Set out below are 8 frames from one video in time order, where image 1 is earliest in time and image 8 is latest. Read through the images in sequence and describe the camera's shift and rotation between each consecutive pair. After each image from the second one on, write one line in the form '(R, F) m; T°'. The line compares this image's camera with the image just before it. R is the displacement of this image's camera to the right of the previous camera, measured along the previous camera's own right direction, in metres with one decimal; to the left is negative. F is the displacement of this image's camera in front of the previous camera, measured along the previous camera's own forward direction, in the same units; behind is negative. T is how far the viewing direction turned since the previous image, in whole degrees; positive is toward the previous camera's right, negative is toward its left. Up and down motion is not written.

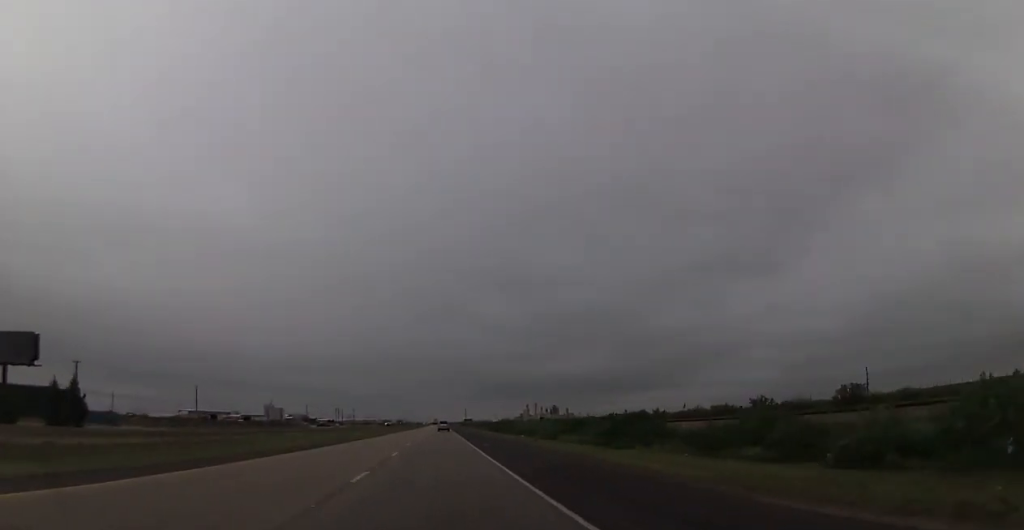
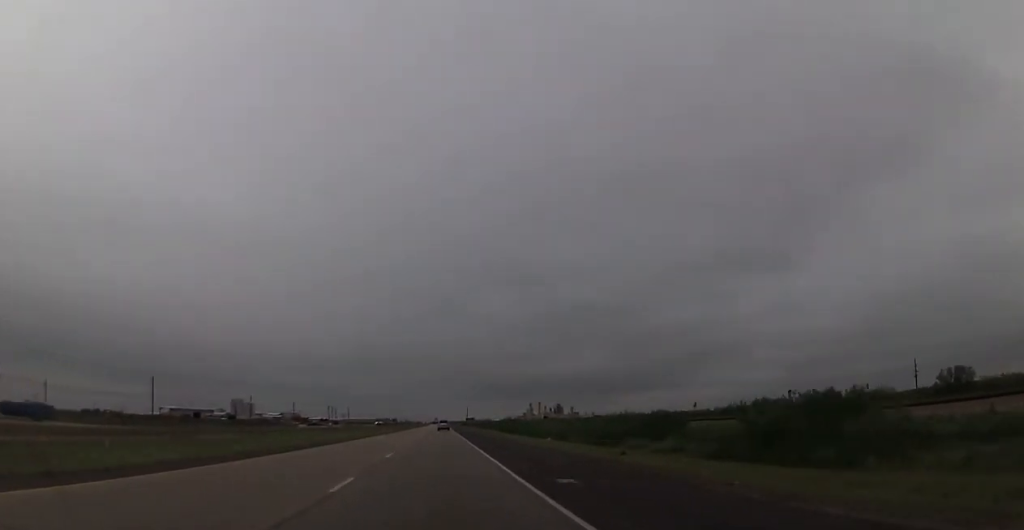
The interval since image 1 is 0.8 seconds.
(+0.1, +27.1) m; 0°
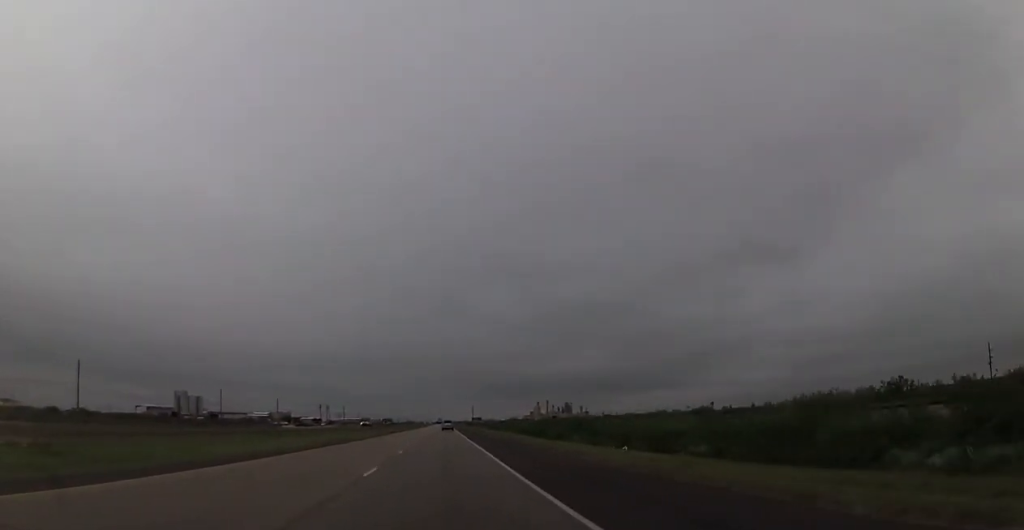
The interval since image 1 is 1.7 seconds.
(+0.1, +32.9) m; 0°
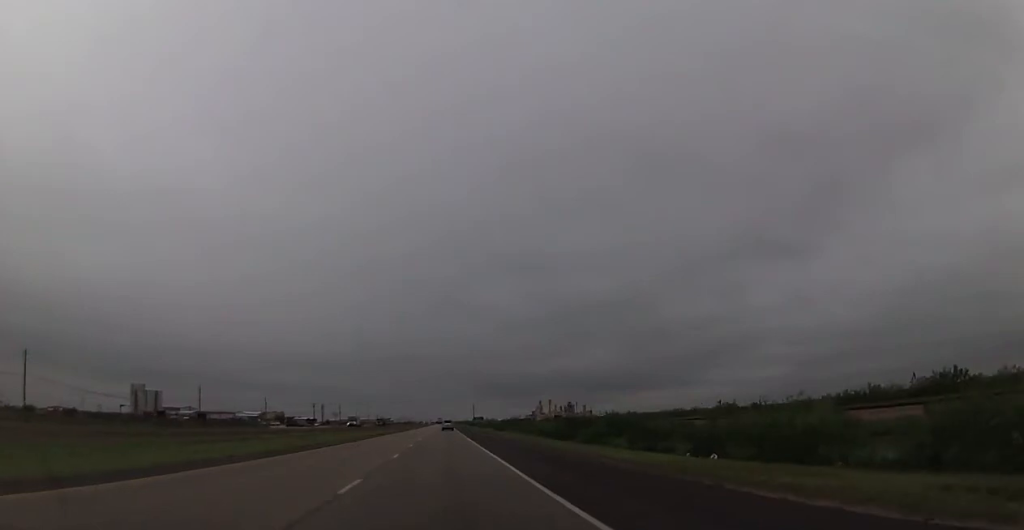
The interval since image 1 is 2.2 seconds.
(-0.1, +16.4) m; 0°
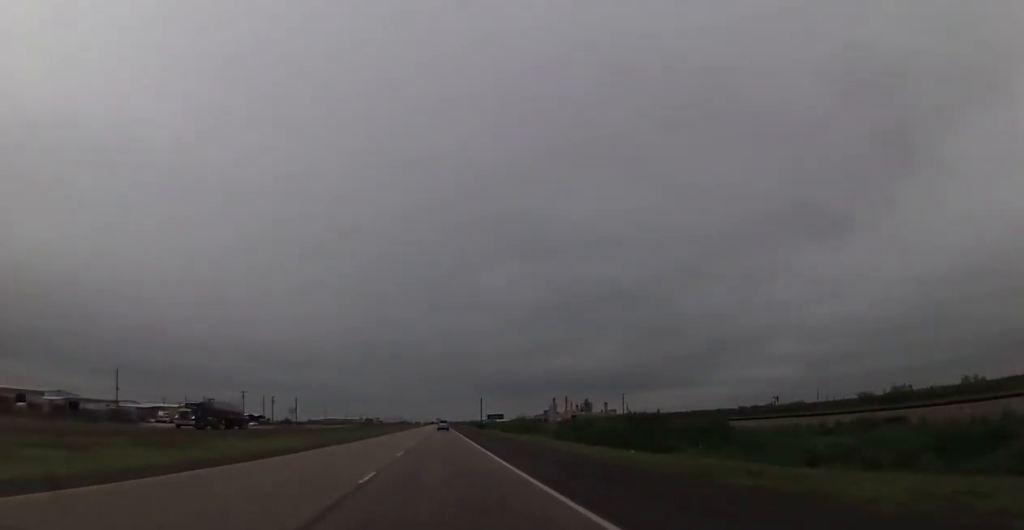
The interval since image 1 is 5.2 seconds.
(-0.1, +108.1) m; +1°
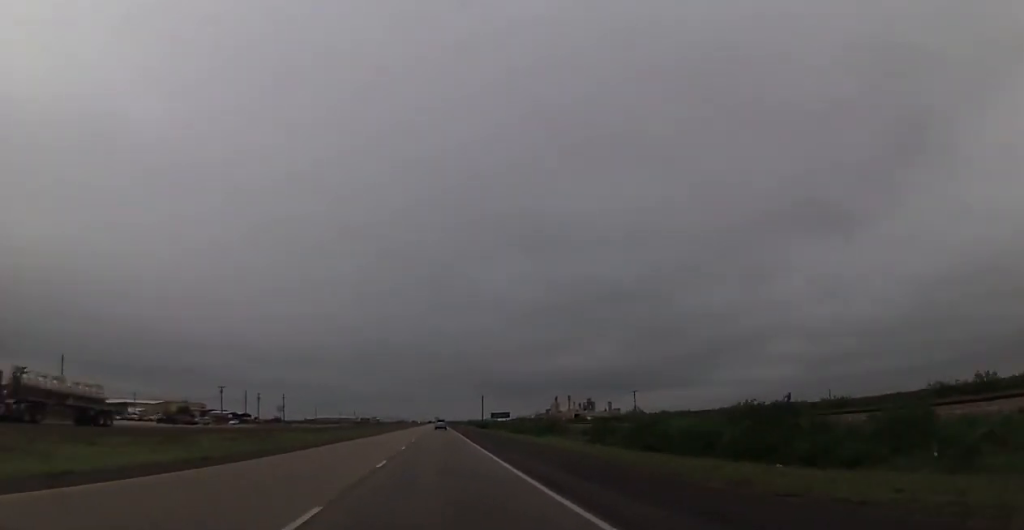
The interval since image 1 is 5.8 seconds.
(0.0, +19.9) m; 0°
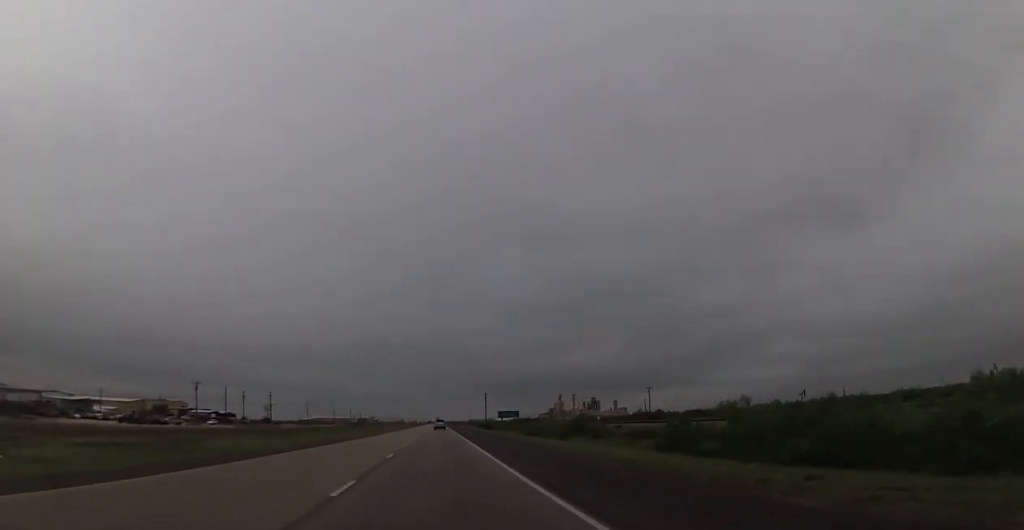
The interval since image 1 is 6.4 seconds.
(0.0, +19.9) m; 0°
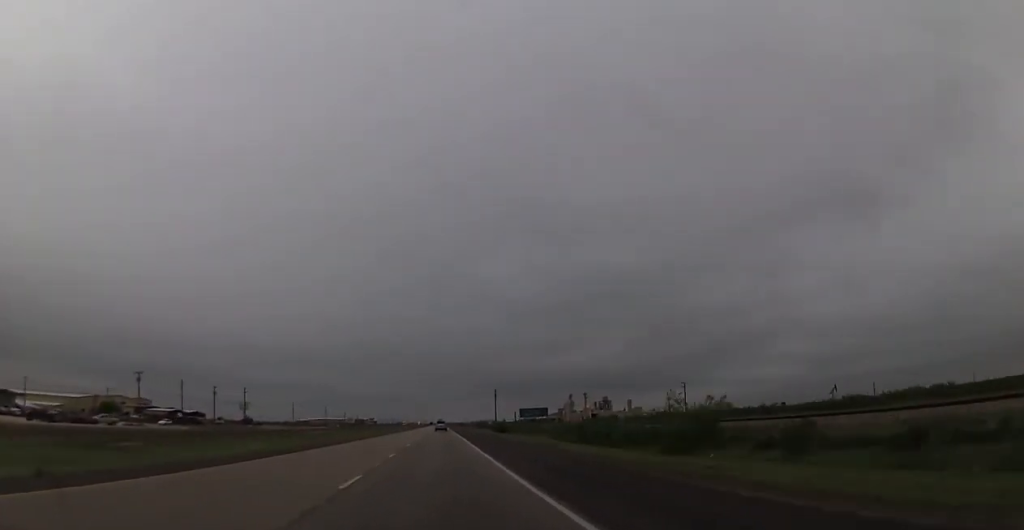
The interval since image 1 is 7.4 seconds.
(-0.4, +35.0) m; 0°
